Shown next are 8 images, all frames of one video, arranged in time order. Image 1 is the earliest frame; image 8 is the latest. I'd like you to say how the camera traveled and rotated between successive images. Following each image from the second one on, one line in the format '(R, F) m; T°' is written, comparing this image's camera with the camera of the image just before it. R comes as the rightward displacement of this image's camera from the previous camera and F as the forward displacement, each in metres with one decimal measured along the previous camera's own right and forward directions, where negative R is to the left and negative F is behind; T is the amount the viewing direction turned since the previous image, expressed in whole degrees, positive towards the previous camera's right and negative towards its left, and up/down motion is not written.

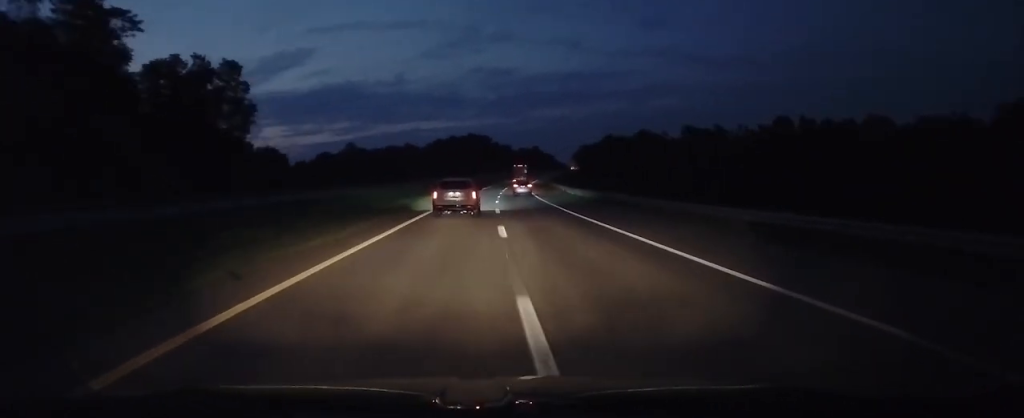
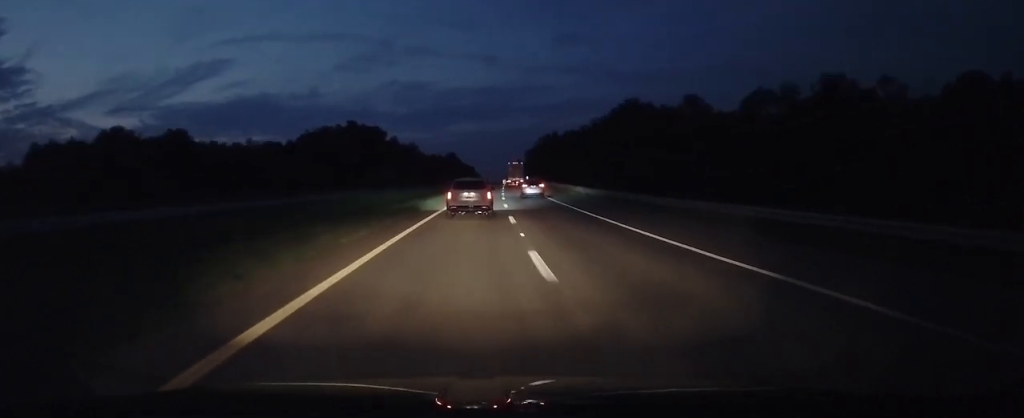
(+12.0, +176.7) m; +7°
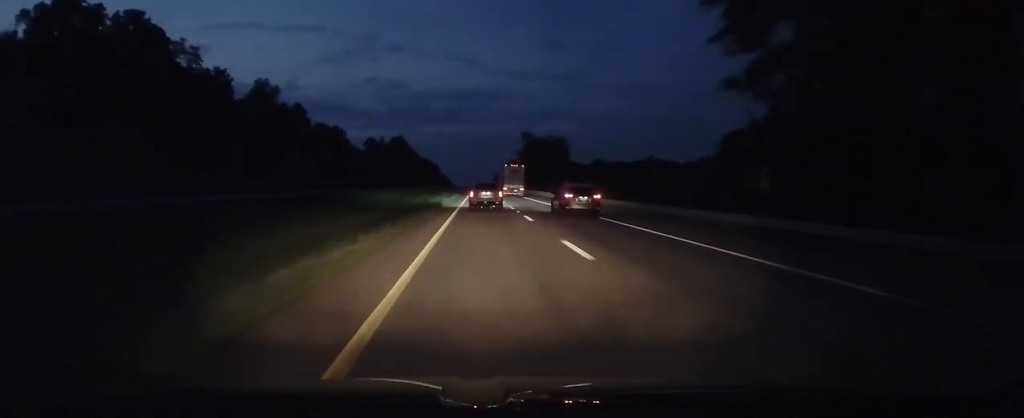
(+5.7, +206.9) m; +2°
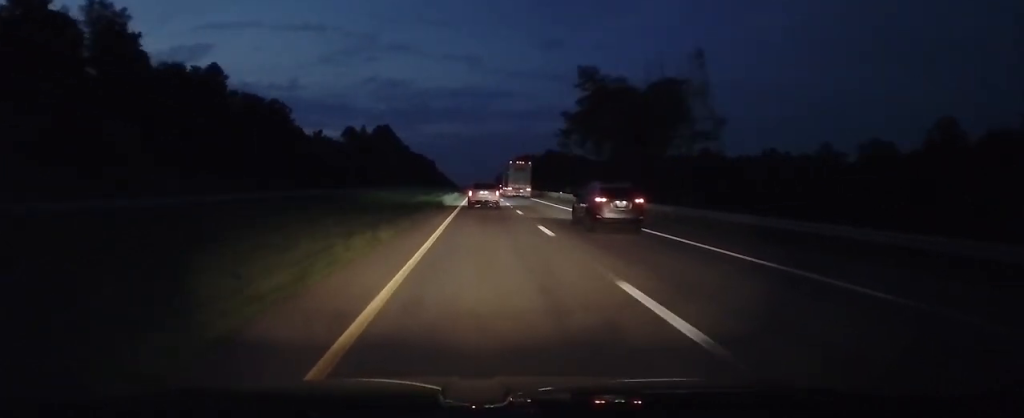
(+0.2, +68.2) m; 0°
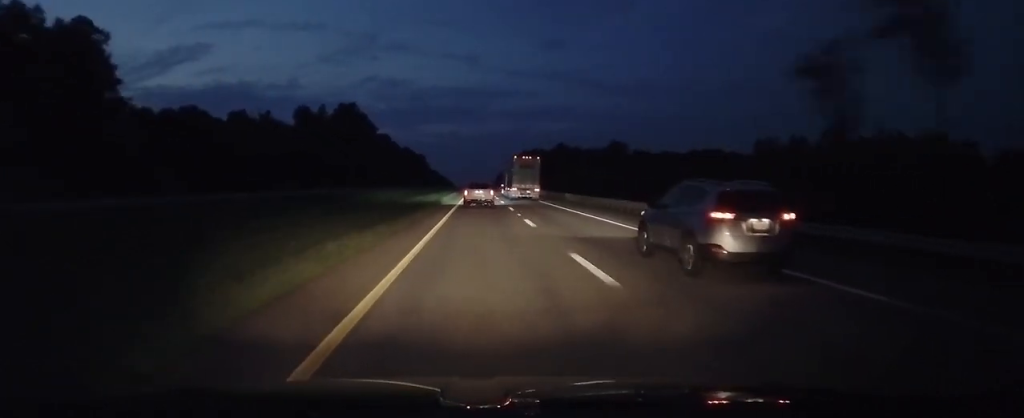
(-0.1, +81.8) m; 0°
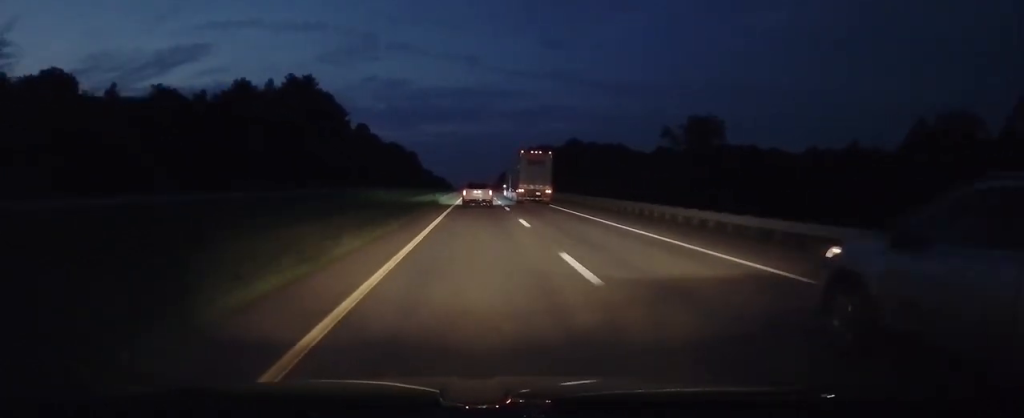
(-0.1, +60.6) m; 0°
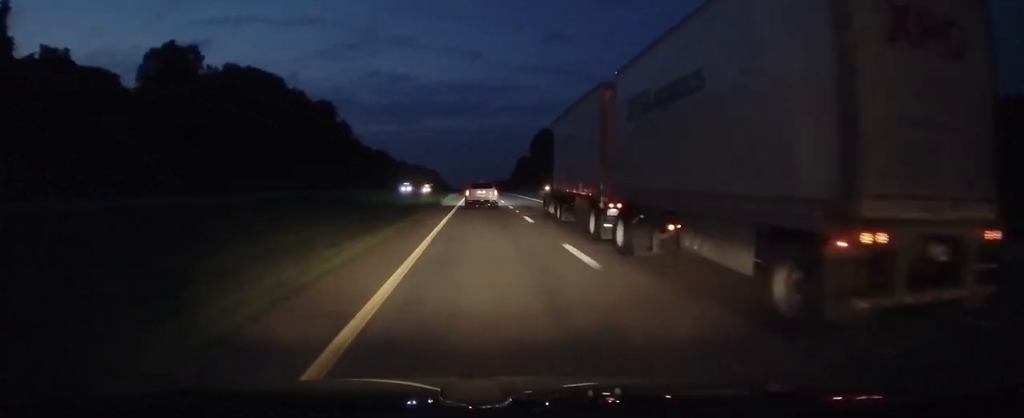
(+2.0, +227.4) m; +1°
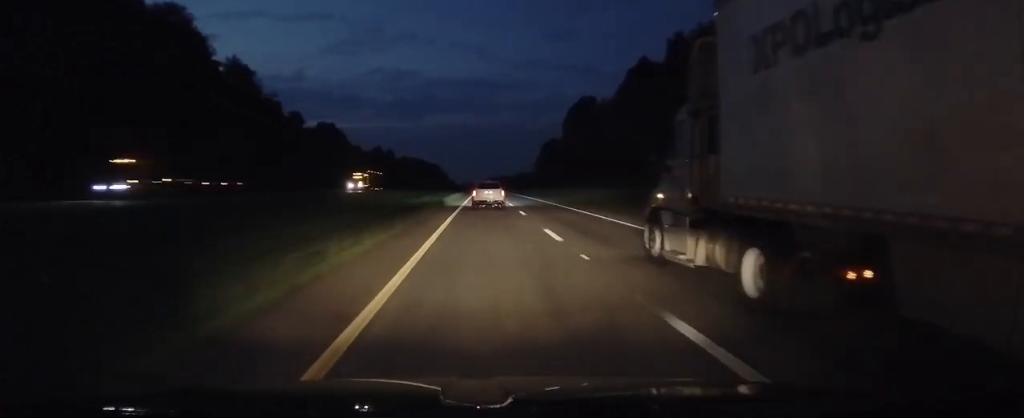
(-0.3, +92.4) m; 0°
